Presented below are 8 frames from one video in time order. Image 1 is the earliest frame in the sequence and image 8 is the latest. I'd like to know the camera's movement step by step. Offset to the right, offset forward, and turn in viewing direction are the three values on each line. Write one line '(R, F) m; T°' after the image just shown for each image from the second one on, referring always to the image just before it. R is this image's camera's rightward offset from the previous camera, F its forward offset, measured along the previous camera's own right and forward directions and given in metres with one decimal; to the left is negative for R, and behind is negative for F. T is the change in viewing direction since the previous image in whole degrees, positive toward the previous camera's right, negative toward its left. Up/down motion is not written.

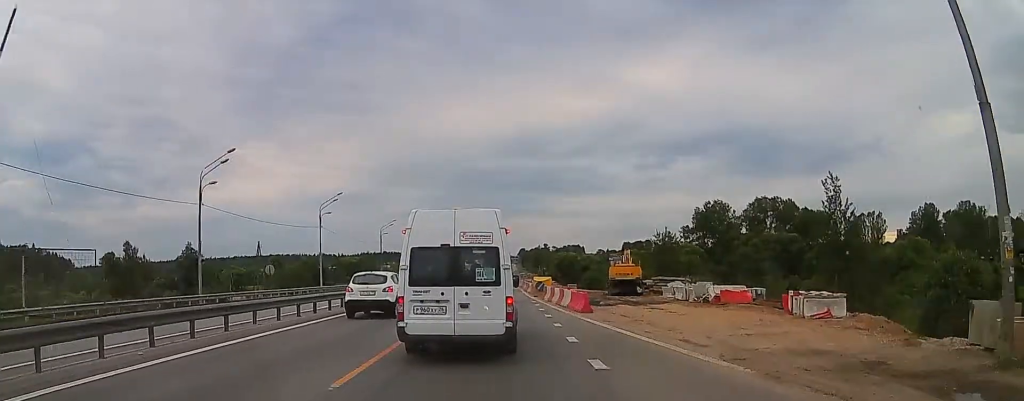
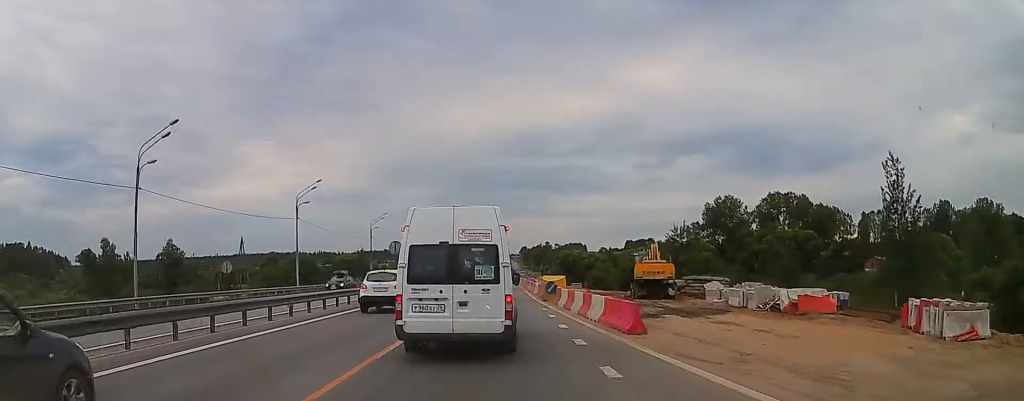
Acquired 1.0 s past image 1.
(+0.1, +9.6) m; +1°
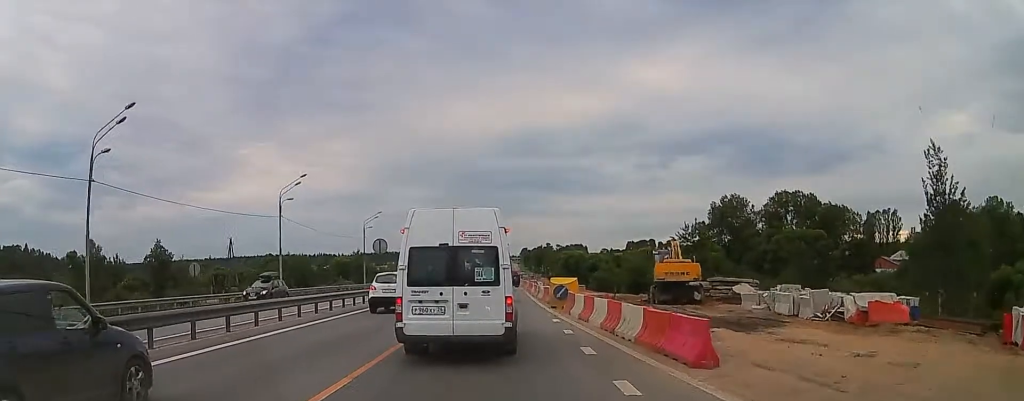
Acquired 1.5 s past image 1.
(0.0, +5.5) m; 0°
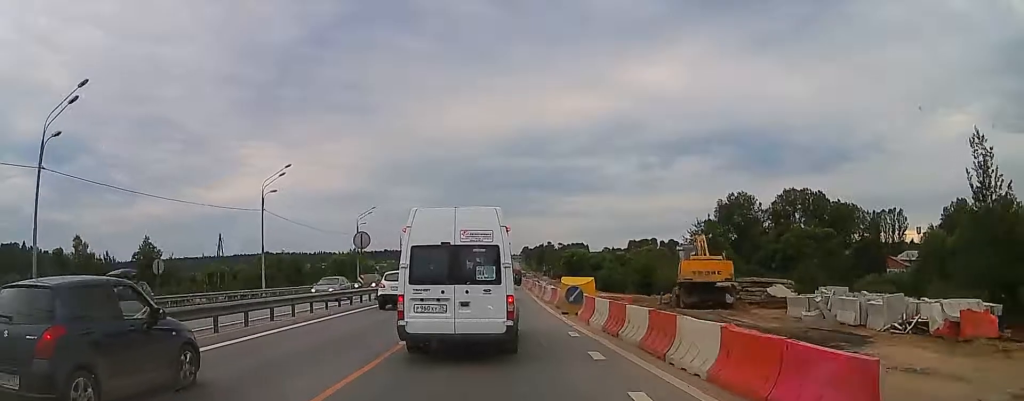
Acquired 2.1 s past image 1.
(0.0, +5.2) m; 0°
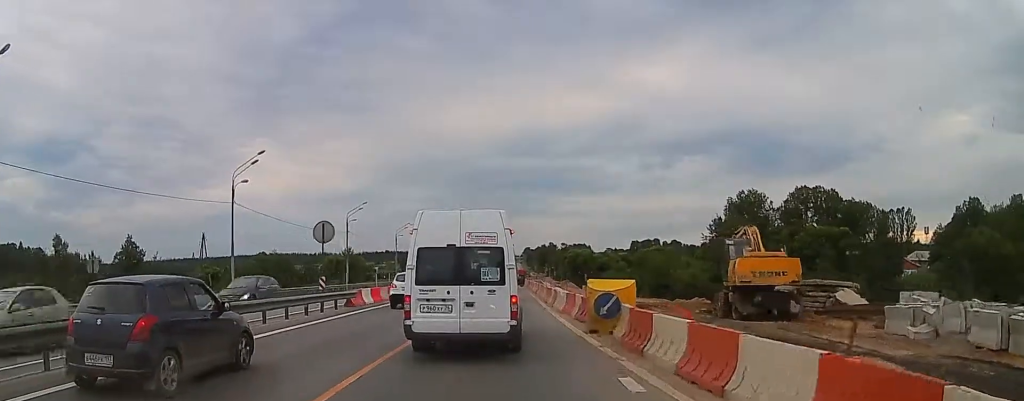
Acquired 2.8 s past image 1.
(0.0, +7.3) m; 0°
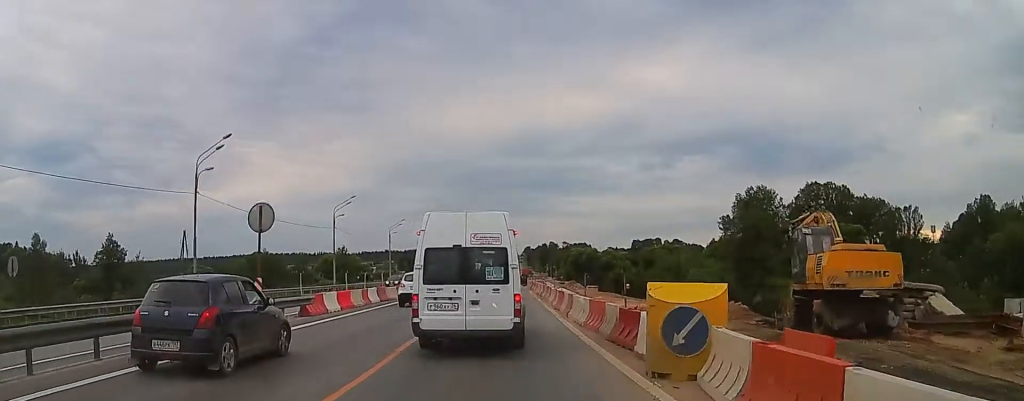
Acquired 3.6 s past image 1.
(0.0, +6.9) m; 0°
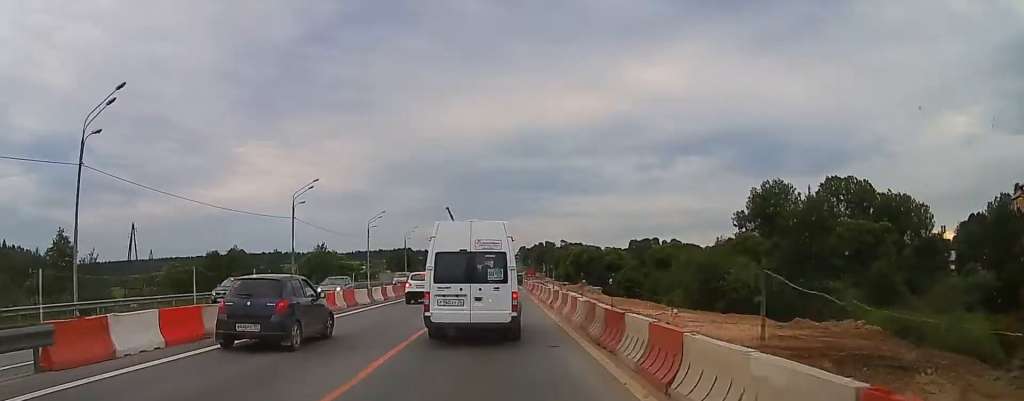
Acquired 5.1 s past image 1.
(0.0, +14.1) m; 0°
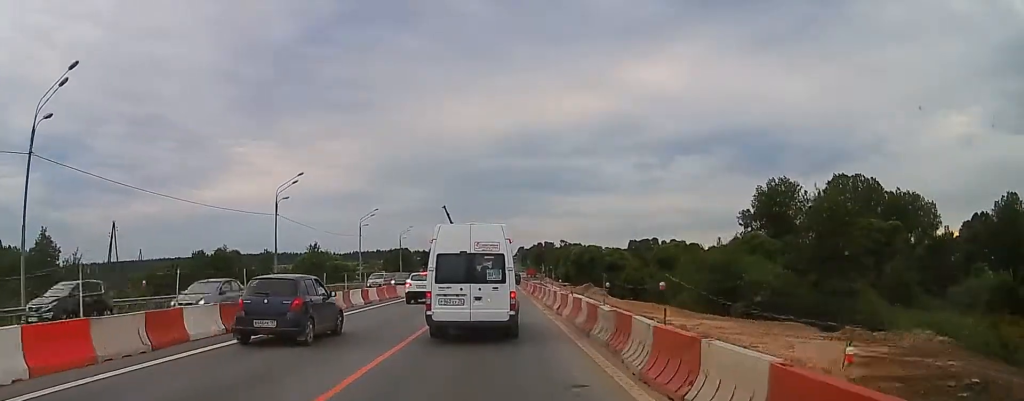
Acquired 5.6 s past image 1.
(0.0, +4.5) m; 0°
